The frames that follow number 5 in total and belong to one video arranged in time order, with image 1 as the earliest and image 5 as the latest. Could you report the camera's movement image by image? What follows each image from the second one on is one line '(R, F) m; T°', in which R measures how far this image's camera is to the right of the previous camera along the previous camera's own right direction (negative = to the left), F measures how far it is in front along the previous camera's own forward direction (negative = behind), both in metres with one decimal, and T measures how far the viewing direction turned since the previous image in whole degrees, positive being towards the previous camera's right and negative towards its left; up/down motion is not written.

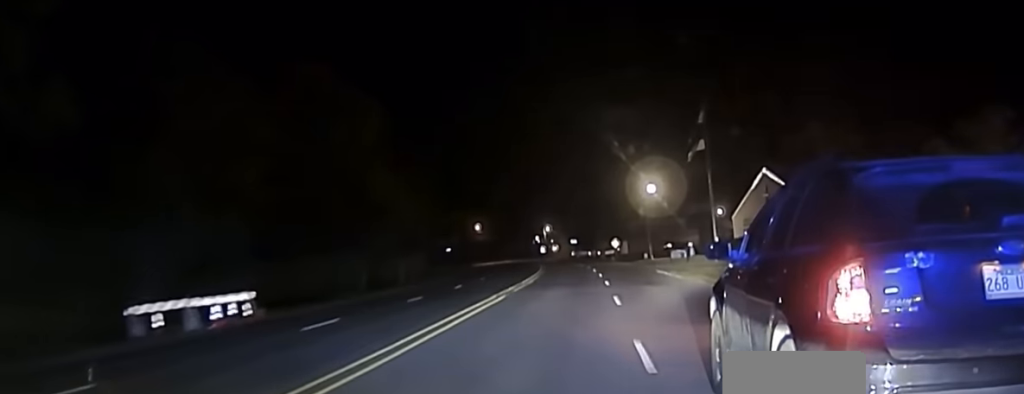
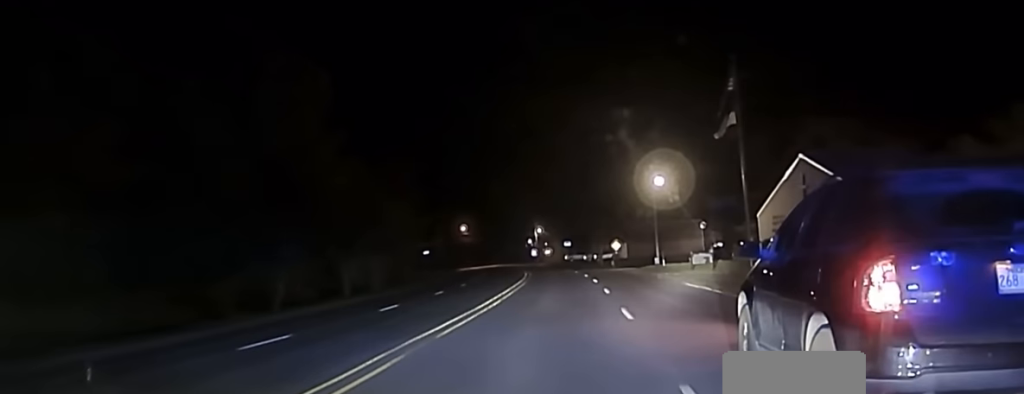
(-0.1, +16.8) m; -1°
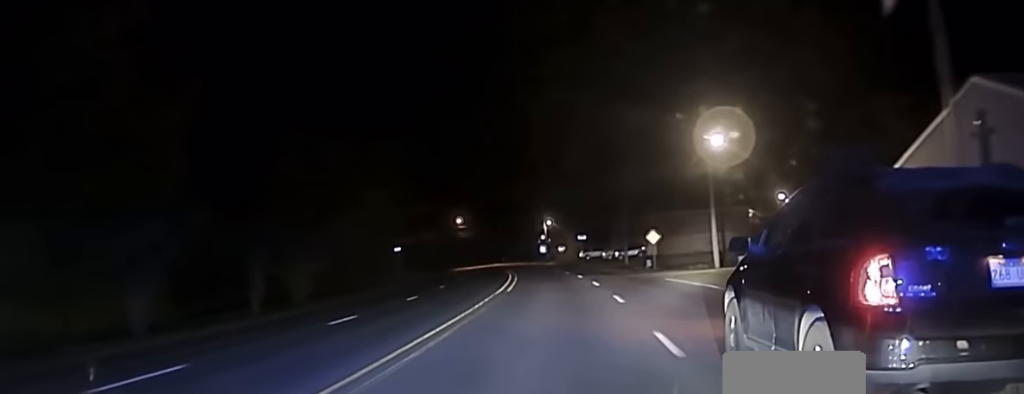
(-0.5, +34.8) m; -2°
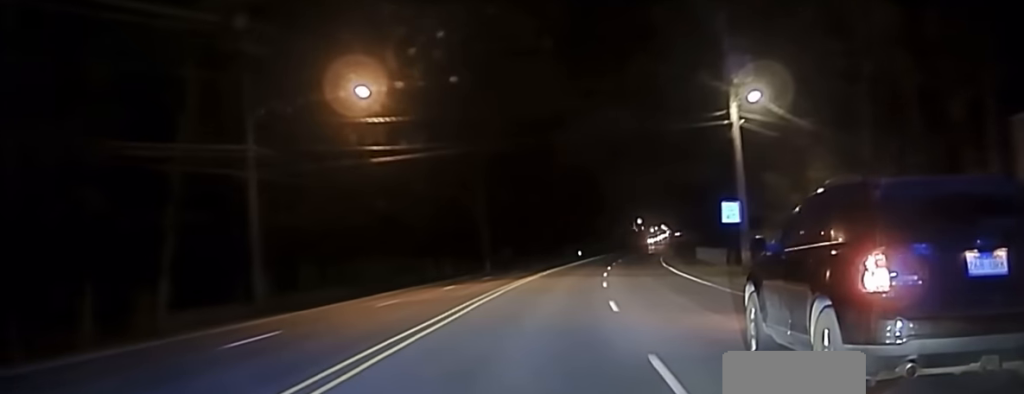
(-6.3, +127.3) m; -4°
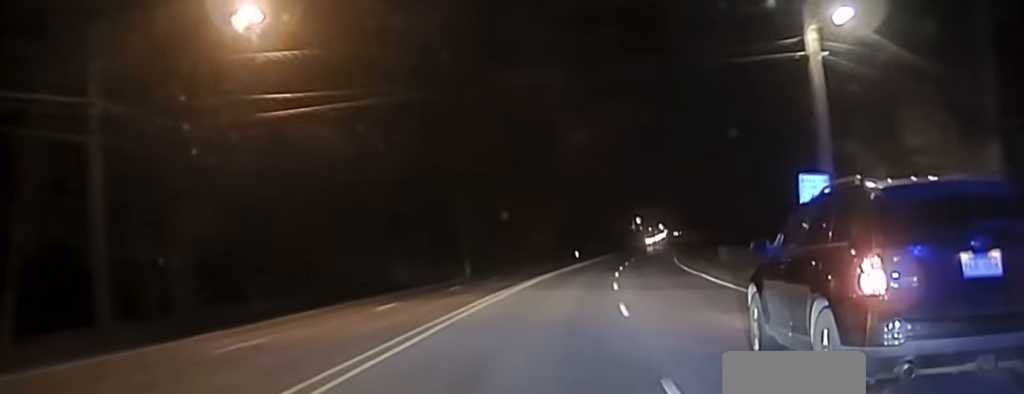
(+0.1, +13.1) m; +1°
